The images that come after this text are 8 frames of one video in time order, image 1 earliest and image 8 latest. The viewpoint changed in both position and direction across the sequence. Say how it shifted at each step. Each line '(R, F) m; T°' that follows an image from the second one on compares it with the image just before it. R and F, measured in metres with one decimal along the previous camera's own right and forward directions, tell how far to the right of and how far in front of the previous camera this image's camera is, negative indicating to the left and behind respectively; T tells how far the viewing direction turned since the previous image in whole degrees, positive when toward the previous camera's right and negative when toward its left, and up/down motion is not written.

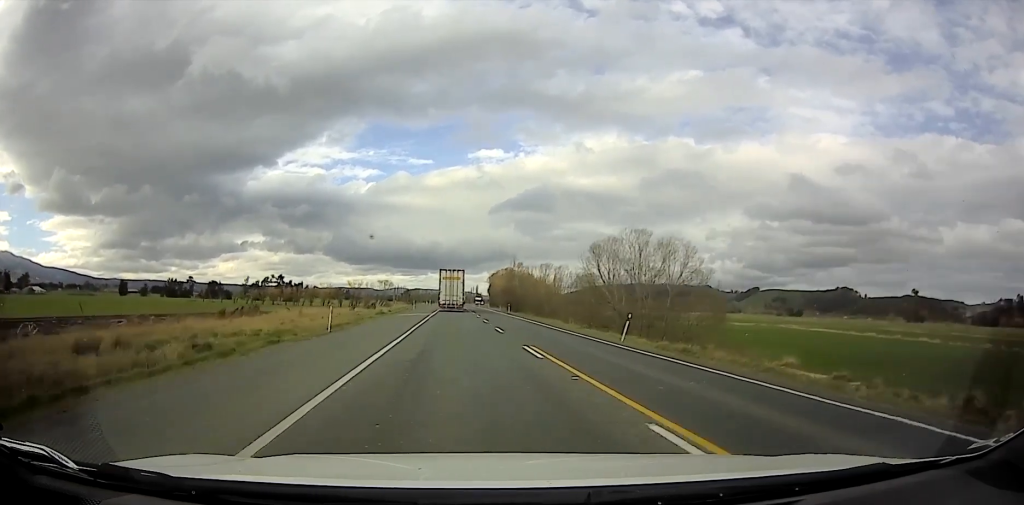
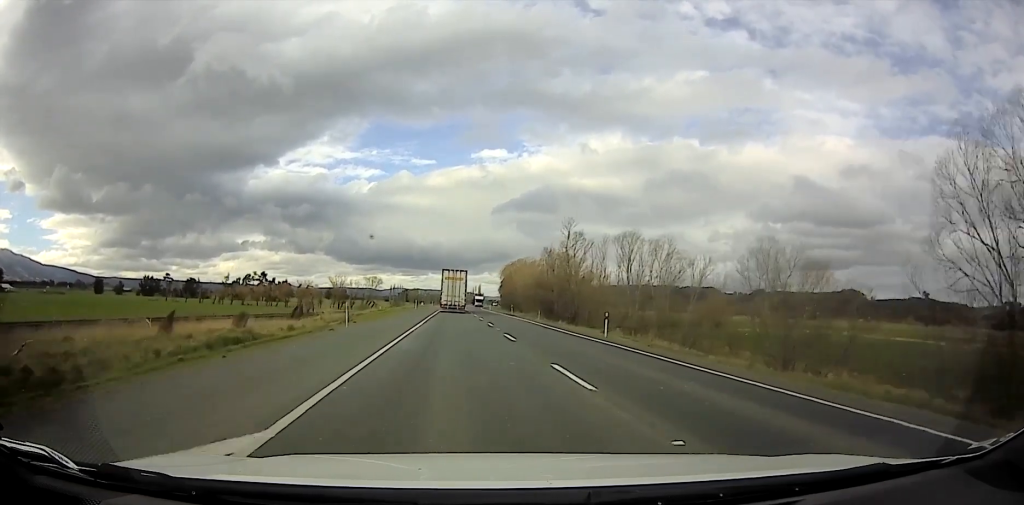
(0.0, +42.2) m; 0°
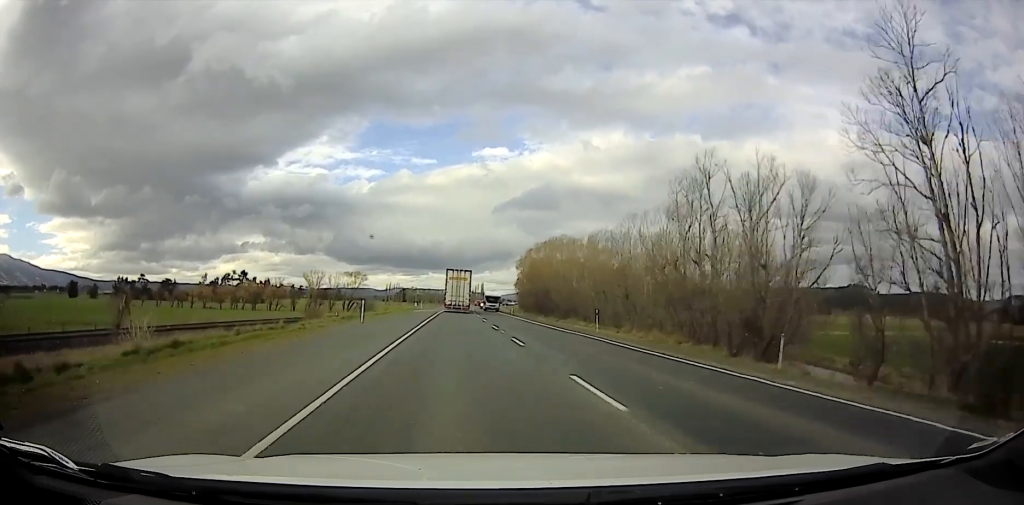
(-1.0, +42.0) m; -3°
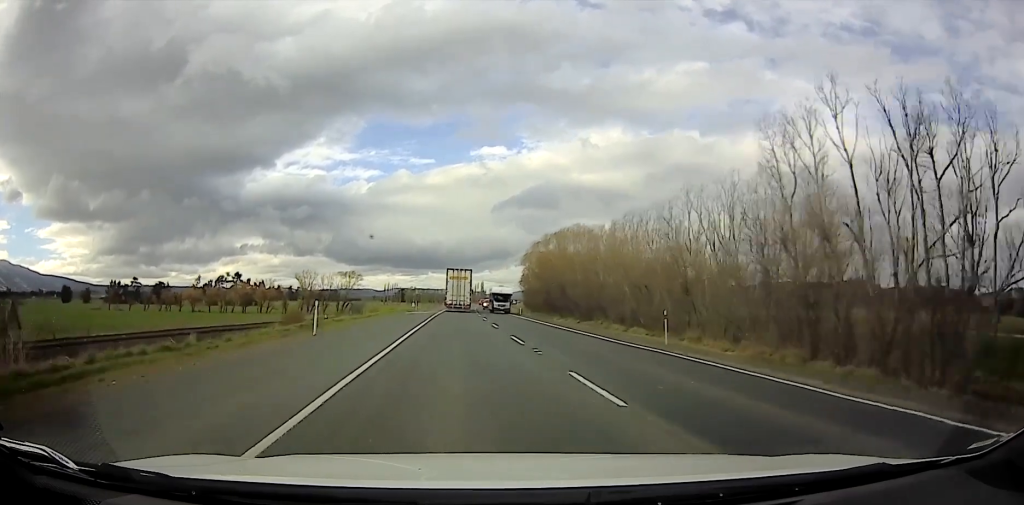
(0.0, +11.3) m; 0°
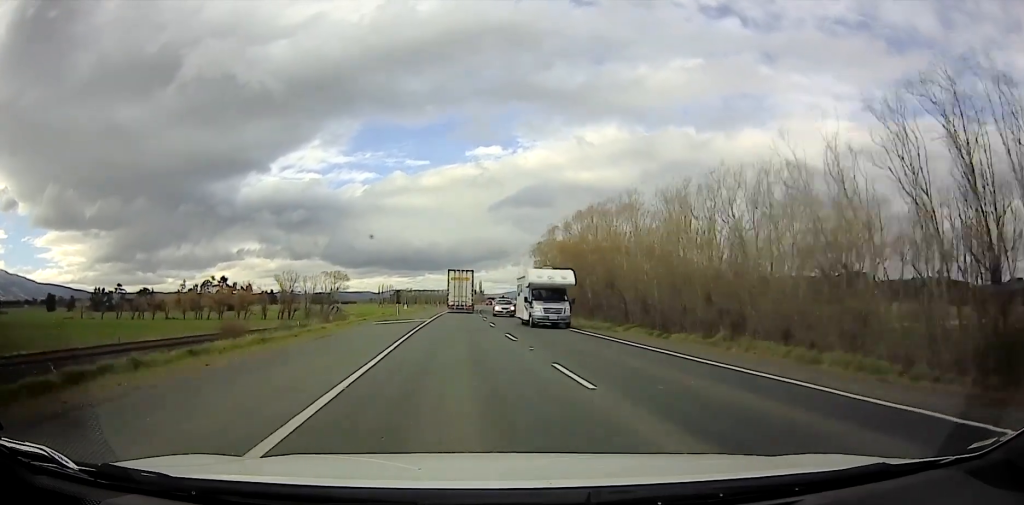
(0.0, +19.6) m; 0°
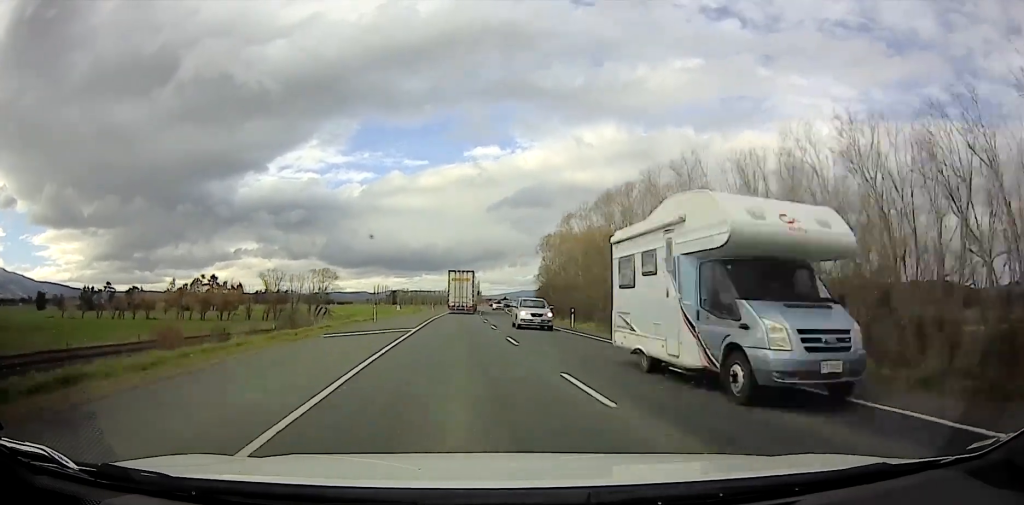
(0.0, +10.4) m; 0°
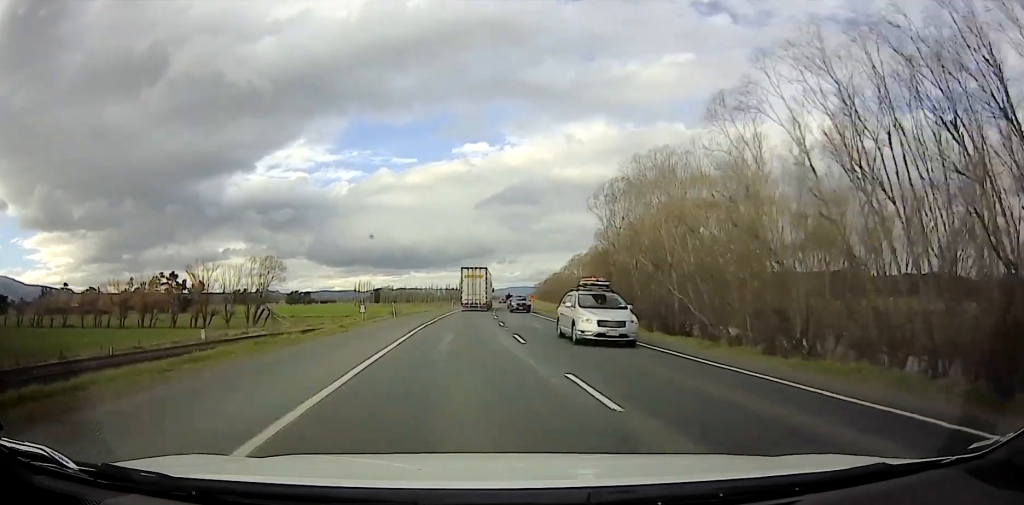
(+0.5, +30.1) m; +1°
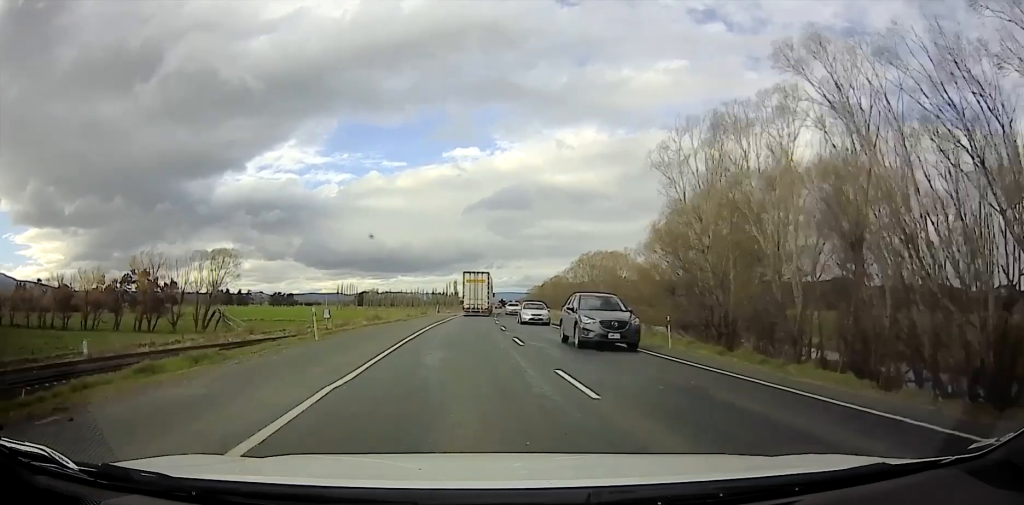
(0.0, +13.7) m; 0°
